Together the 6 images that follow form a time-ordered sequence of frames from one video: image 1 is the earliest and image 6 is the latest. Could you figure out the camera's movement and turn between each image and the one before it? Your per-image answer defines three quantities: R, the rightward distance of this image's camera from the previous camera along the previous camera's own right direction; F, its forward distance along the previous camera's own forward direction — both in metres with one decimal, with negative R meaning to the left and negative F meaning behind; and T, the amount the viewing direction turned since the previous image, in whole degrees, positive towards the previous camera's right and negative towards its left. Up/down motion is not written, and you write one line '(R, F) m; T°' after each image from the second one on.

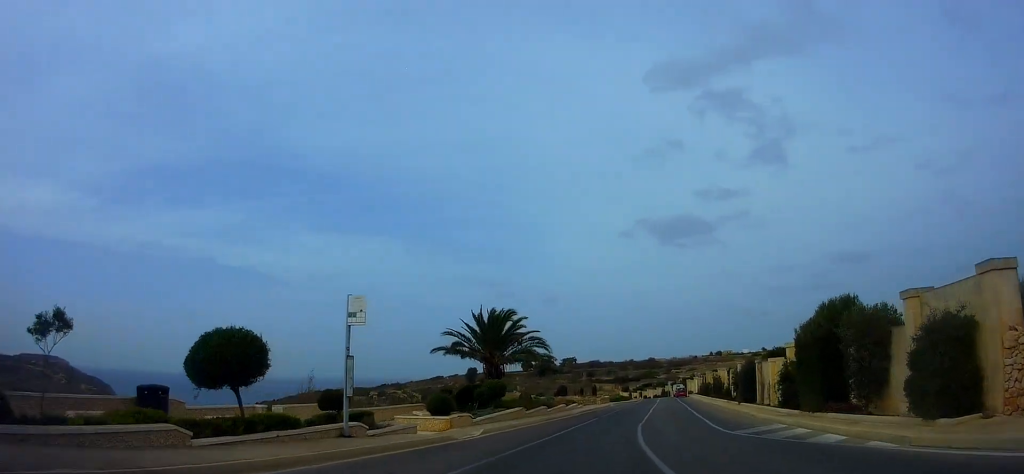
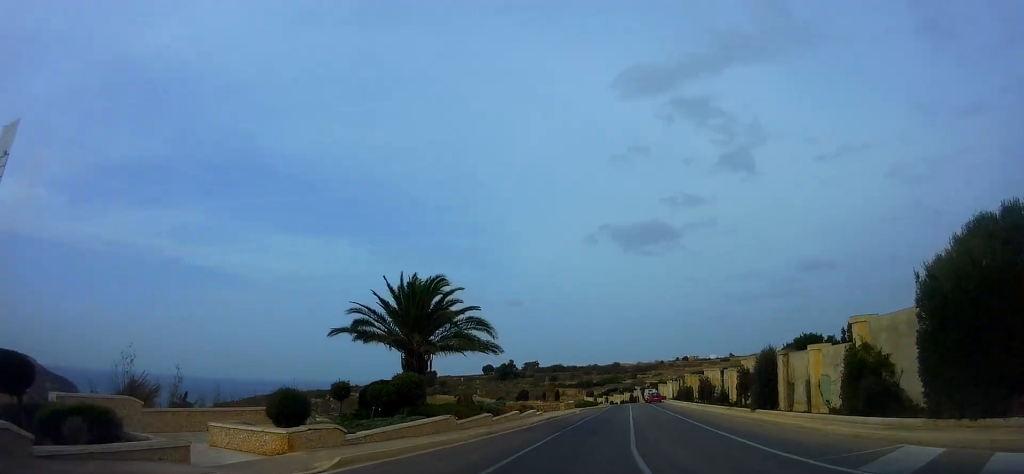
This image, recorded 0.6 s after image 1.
(-0.2, +9.1) m; +3°
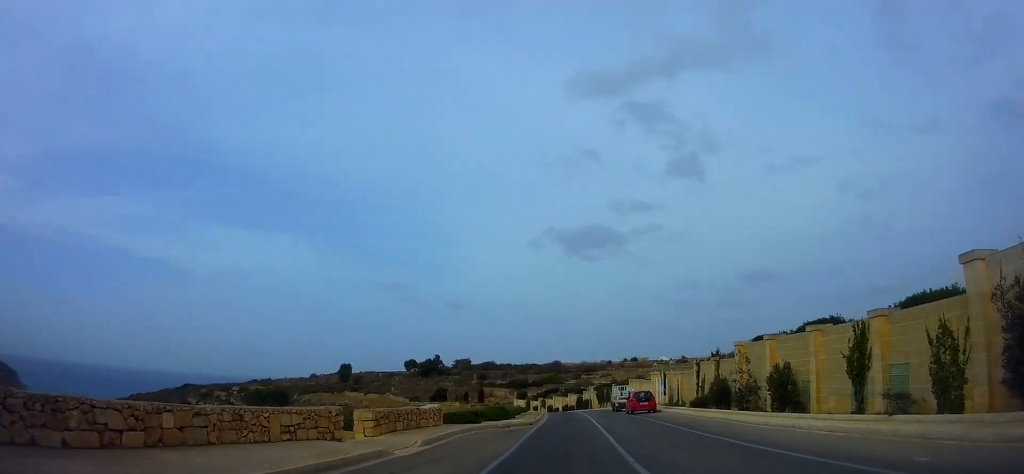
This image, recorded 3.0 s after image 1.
(+5.4, +38.8) m; +12°
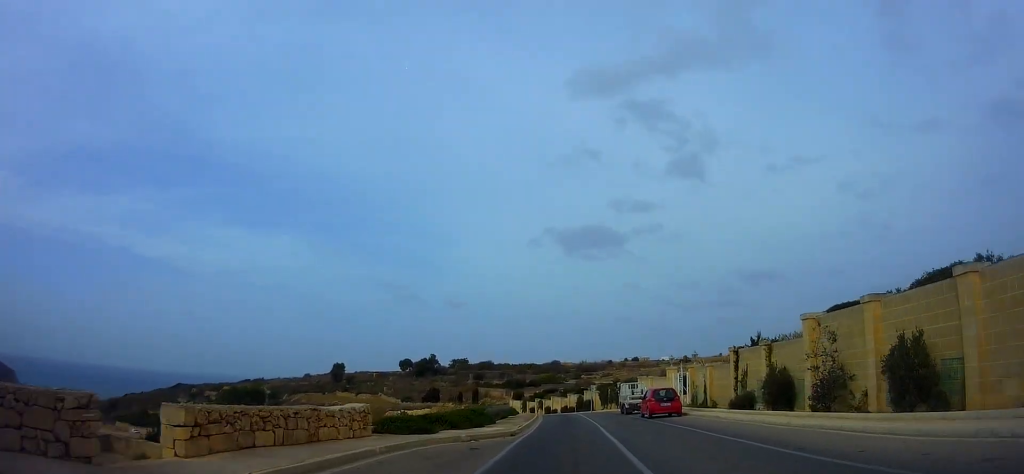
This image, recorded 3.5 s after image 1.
(+0.1, +7.9) m; 0°
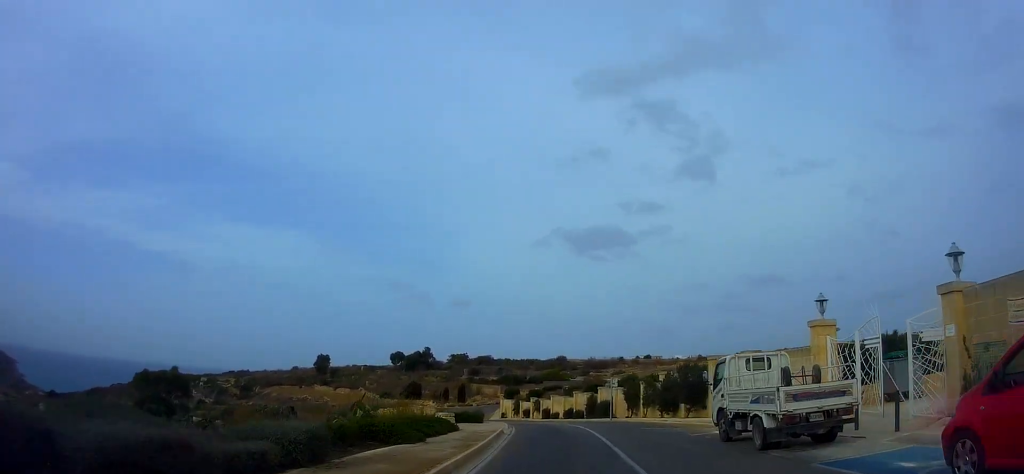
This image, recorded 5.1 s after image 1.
(-0.1, +23.7) m; 0°
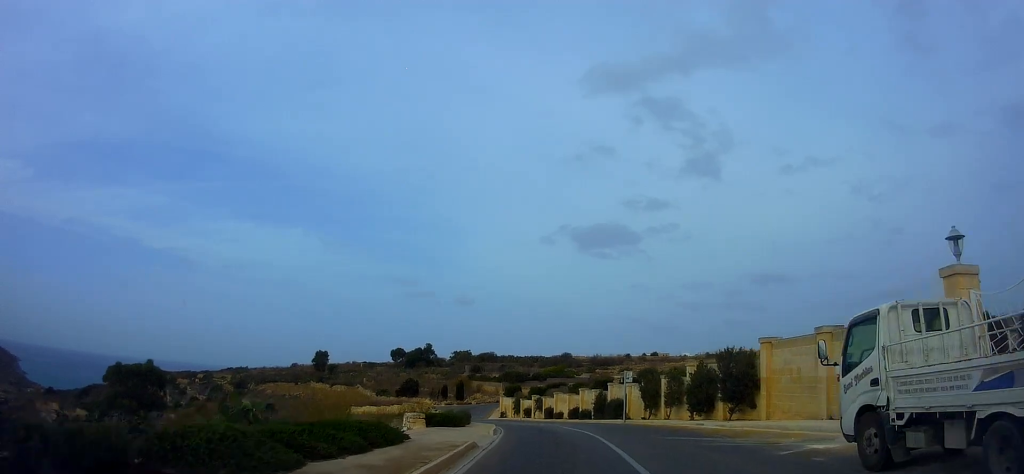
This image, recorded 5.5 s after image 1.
(+0.1, +6.4) m; 0°
